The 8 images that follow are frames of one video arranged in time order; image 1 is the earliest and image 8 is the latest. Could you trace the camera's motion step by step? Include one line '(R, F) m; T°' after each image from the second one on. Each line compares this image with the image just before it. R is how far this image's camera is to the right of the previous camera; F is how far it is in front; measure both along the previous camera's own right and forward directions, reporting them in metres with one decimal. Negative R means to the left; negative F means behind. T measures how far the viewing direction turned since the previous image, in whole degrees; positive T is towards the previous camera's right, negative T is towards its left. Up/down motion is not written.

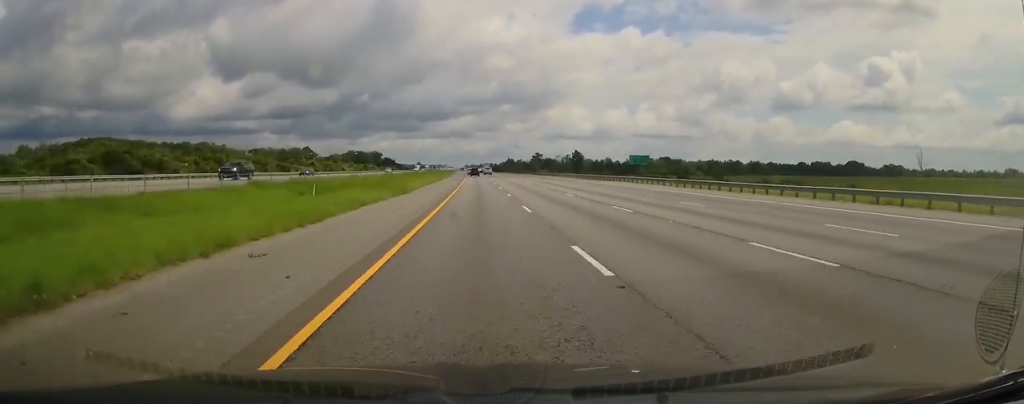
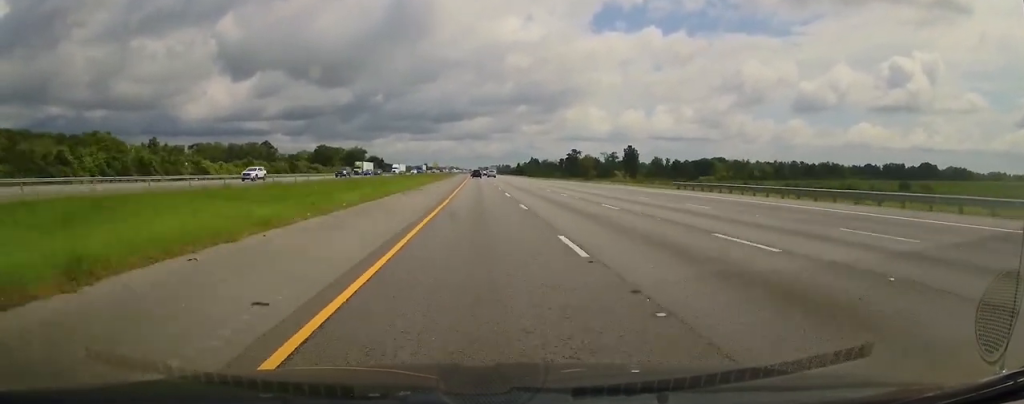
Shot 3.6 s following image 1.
(-0.7, +125.7) m; -1°
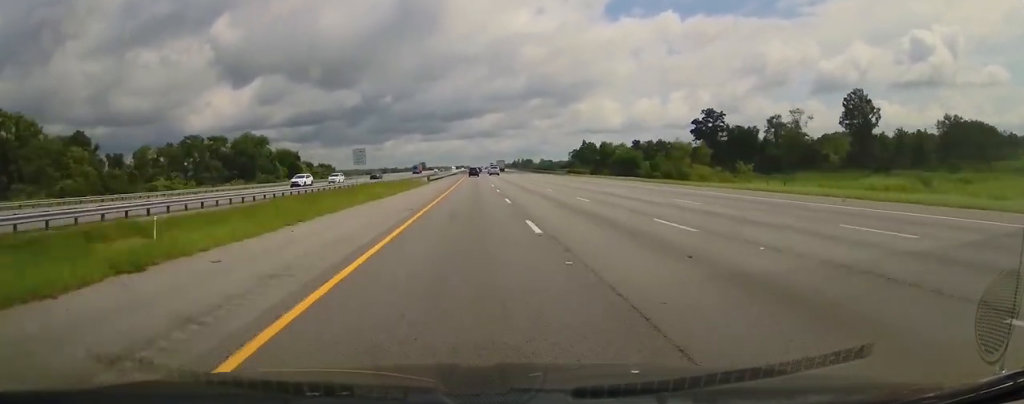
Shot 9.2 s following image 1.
(-4.1, +197.5) m; -1°
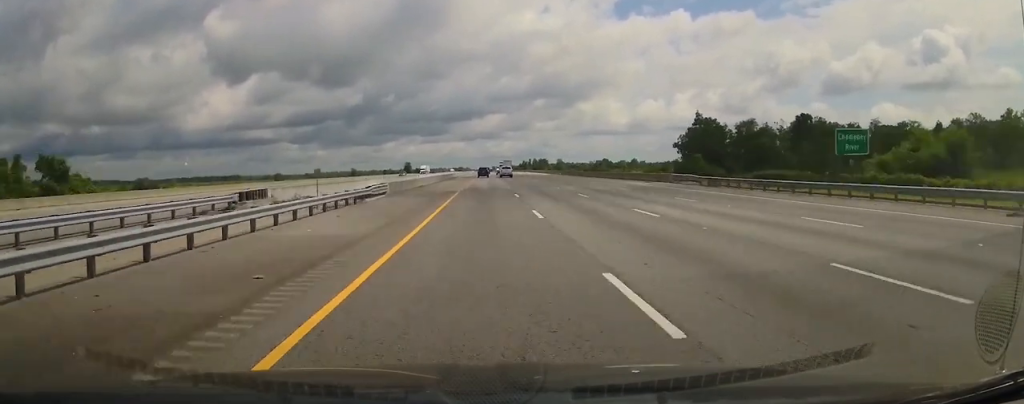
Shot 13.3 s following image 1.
(-0.2, +146.4) m; 0°
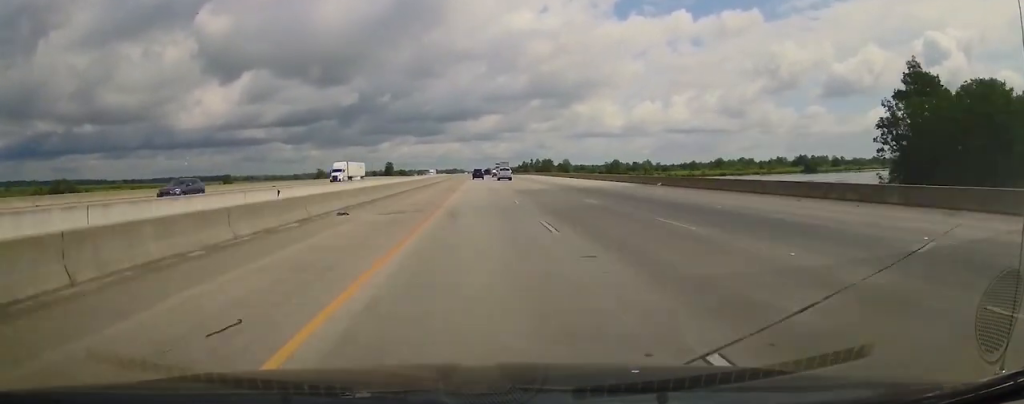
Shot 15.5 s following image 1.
(+0.2, +75.6) m; 0°
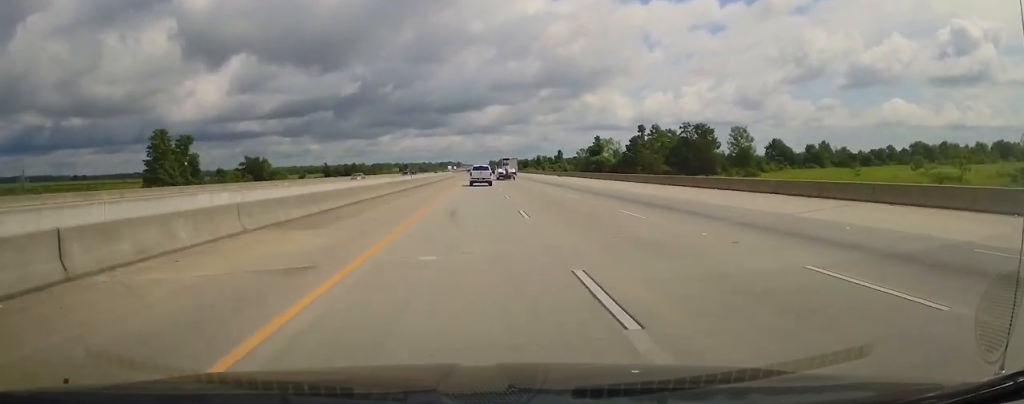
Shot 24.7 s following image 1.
(+1.5, +325.1) m; 0°
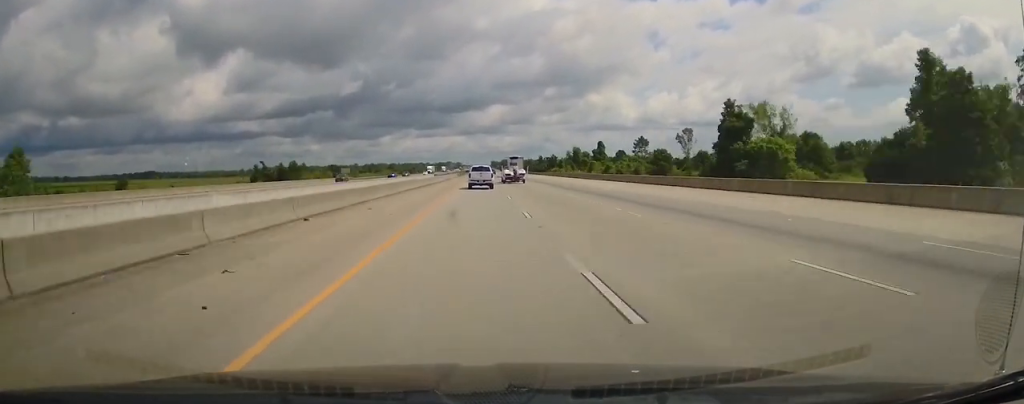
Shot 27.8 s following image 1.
(+0.2, +108.3) m; 0°
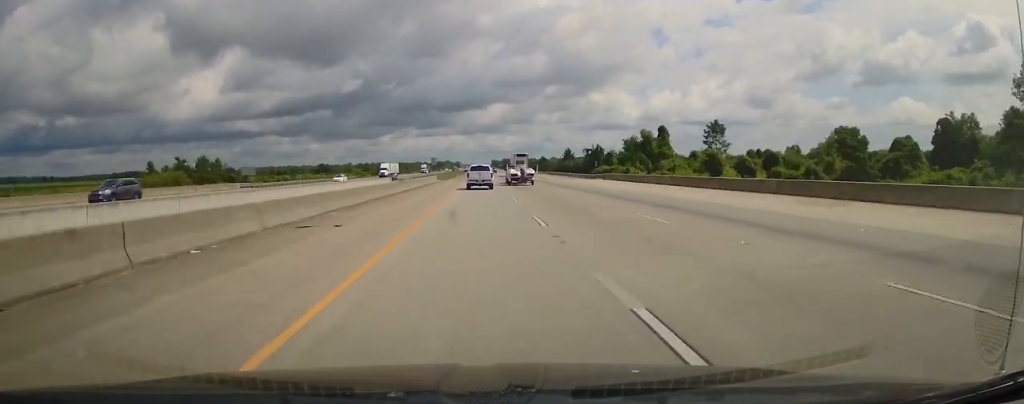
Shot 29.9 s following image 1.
(-0.4, +75.2) m; 0°
